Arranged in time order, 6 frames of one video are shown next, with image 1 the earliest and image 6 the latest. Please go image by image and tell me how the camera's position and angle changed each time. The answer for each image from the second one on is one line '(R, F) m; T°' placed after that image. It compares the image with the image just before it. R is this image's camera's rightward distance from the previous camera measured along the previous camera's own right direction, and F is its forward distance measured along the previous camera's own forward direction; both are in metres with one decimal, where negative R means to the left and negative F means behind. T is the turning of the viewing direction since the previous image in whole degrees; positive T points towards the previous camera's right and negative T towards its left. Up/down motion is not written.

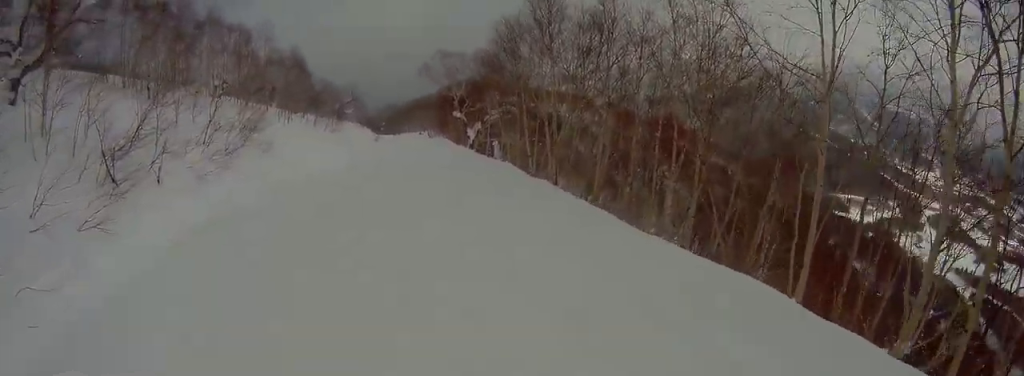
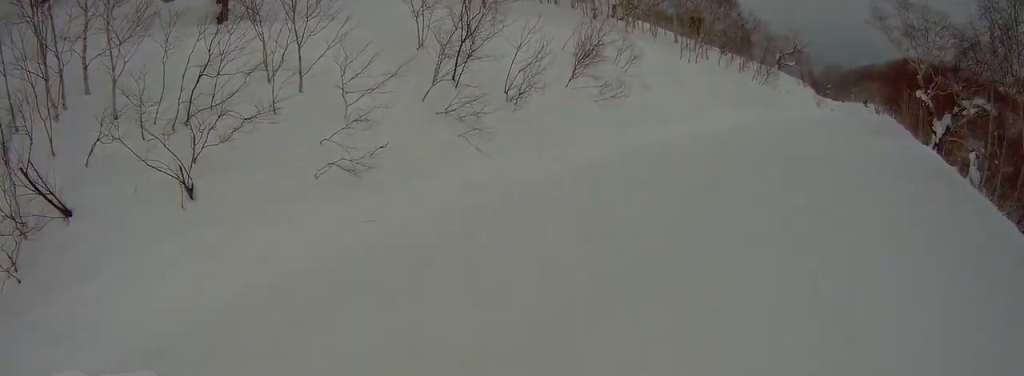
(-4.4, +9.7) m; -29°
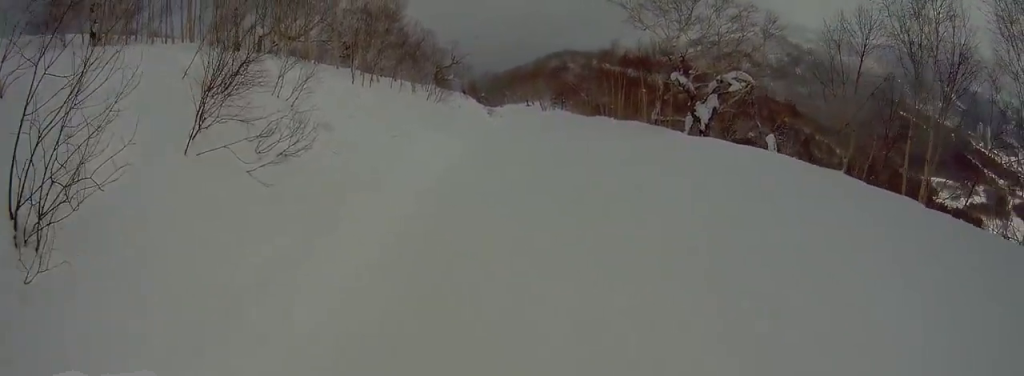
(+2.9, +7.4) m; +36°
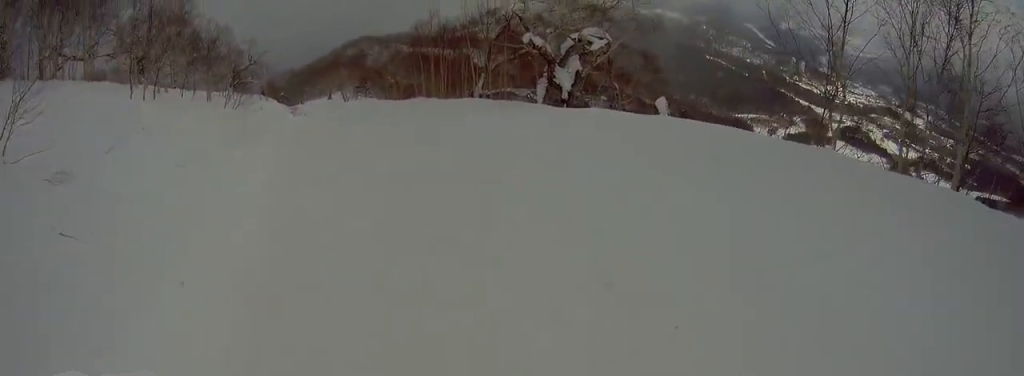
(+0.5, +4.9) m; +5°
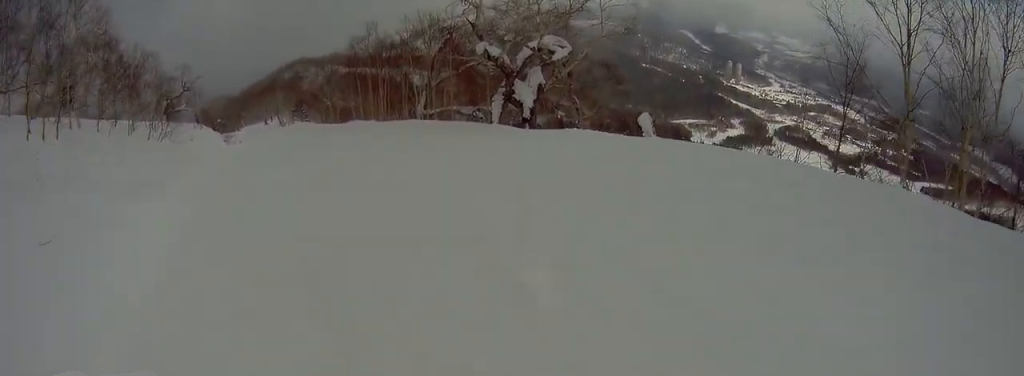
(0.0, +3.1) m; -2°
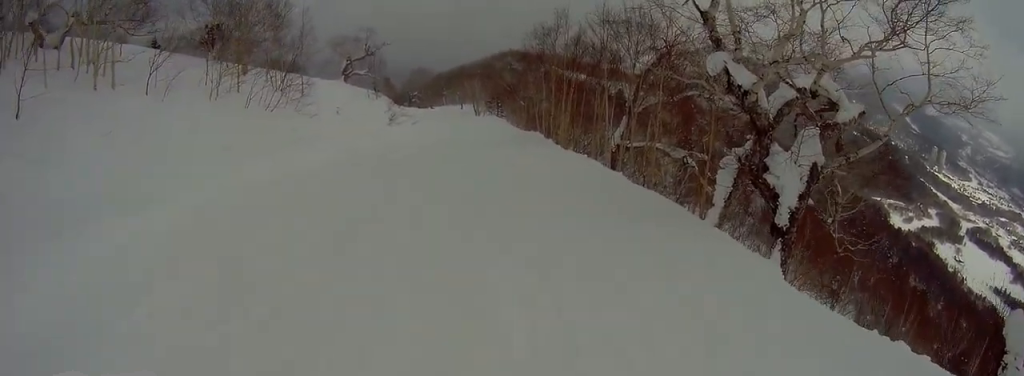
(-1.6, +8.9) m; -21°
